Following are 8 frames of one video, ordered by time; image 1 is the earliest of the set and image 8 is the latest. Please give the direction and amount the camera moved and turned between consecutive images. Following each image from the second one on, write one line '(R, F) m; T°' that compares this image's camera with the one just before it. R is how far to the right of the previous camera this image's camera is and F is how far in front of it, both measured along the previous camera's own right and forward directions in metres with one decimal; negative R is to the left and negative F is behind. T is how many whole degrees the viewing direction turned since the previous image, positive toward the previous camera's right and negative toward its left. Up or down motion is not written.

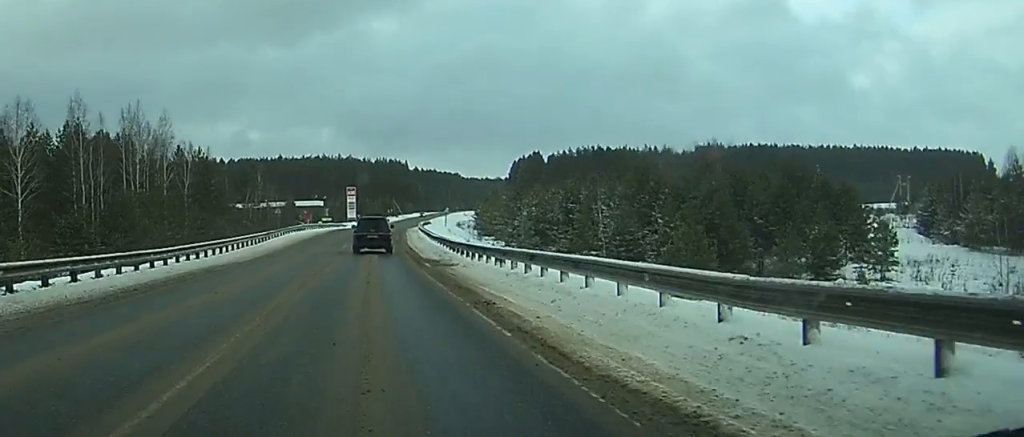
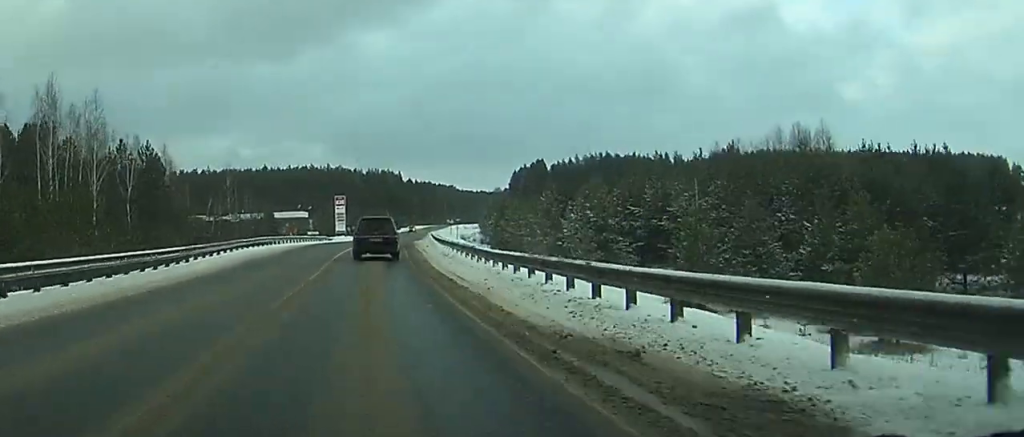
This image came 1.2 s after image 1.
(-0.9, +25.9) m; -3°
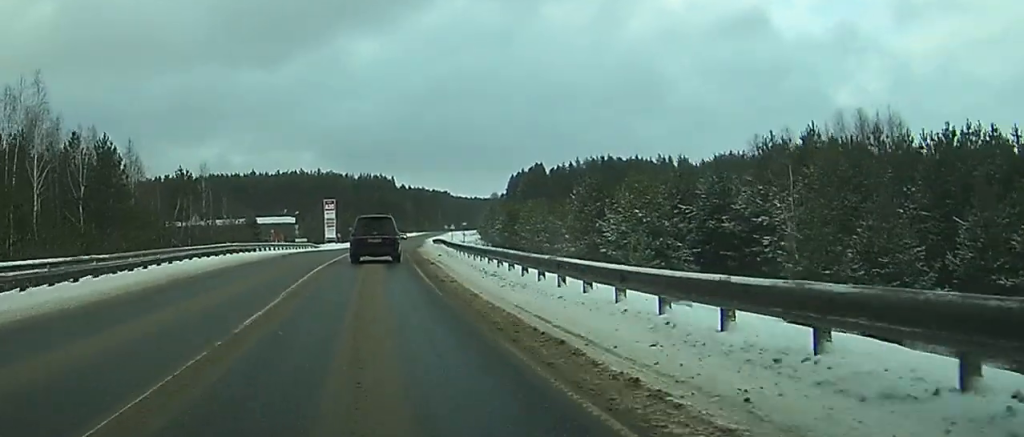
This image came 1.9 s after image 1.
(-0.1, +13.4) m; 0°
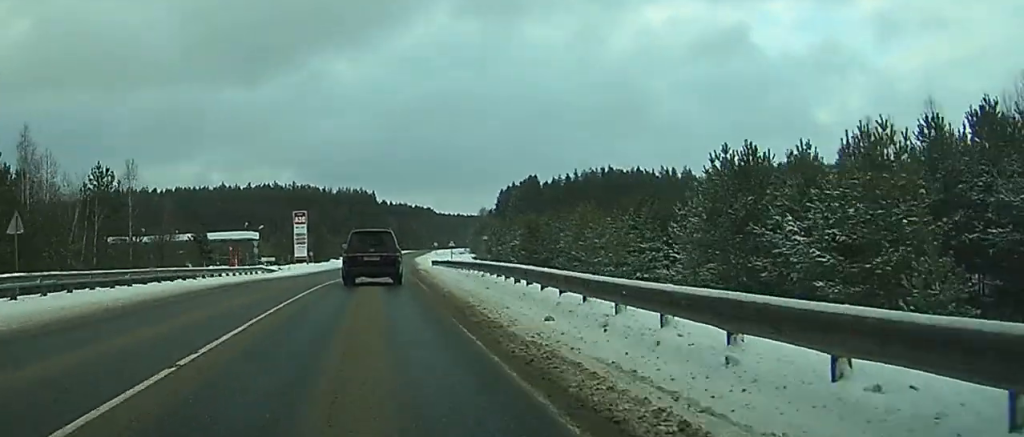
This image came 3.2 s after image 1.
(+0.1, +30.4) m; +1°
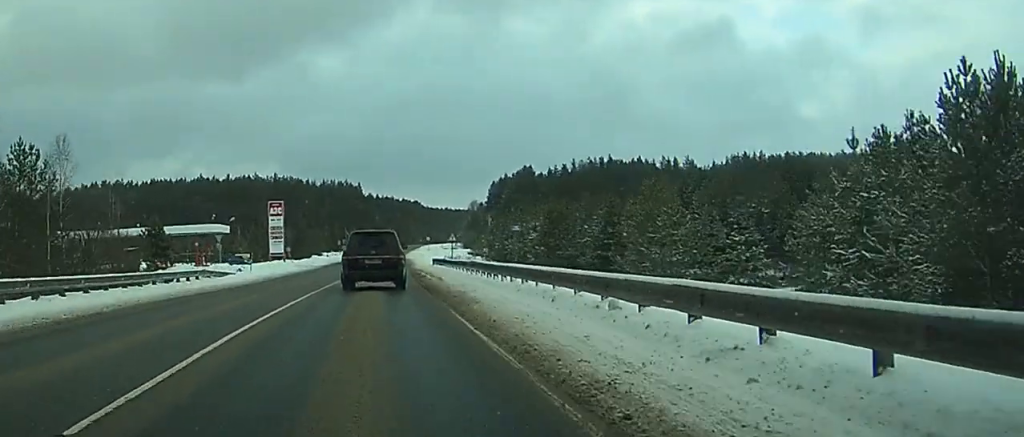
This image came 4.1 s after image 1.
(+0.2, +19.7) m; +1°
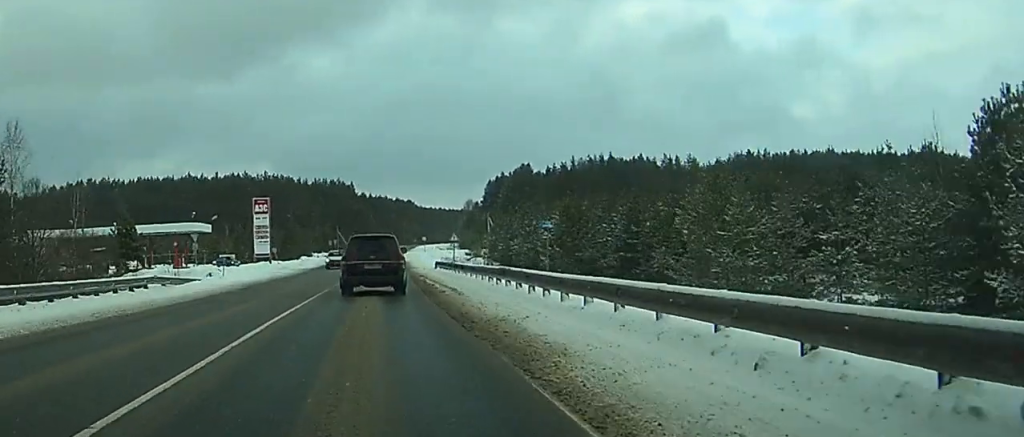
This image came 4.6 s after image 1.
(0.0, +10.2) m; 0°
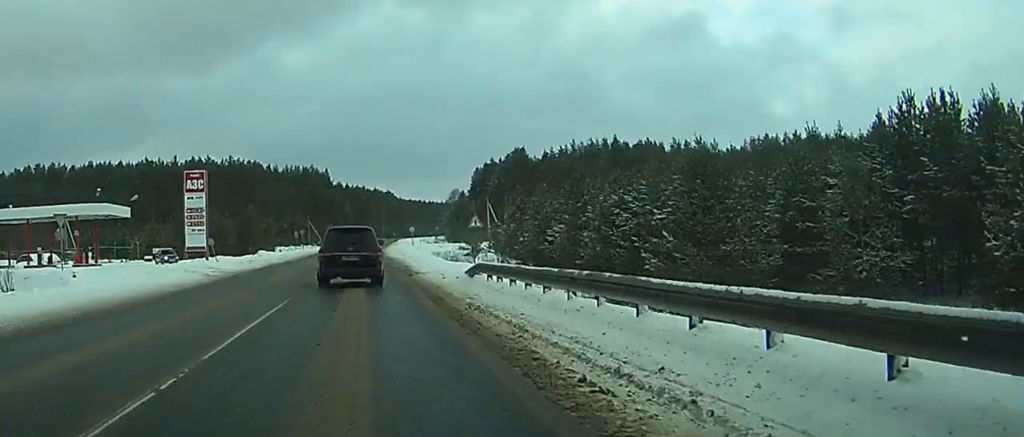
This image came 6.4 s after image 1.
(+0.2, +33.1) m; +1°
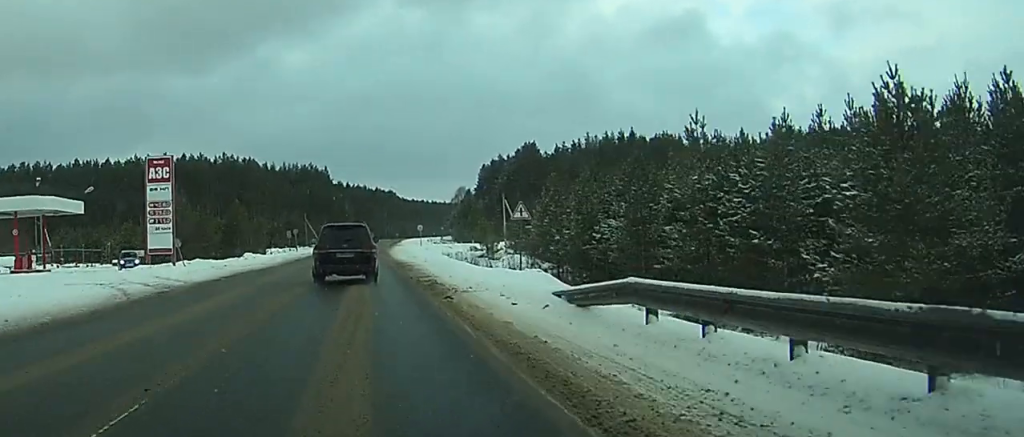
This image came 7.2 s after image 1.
(0.0, +15.0) m; 0°
